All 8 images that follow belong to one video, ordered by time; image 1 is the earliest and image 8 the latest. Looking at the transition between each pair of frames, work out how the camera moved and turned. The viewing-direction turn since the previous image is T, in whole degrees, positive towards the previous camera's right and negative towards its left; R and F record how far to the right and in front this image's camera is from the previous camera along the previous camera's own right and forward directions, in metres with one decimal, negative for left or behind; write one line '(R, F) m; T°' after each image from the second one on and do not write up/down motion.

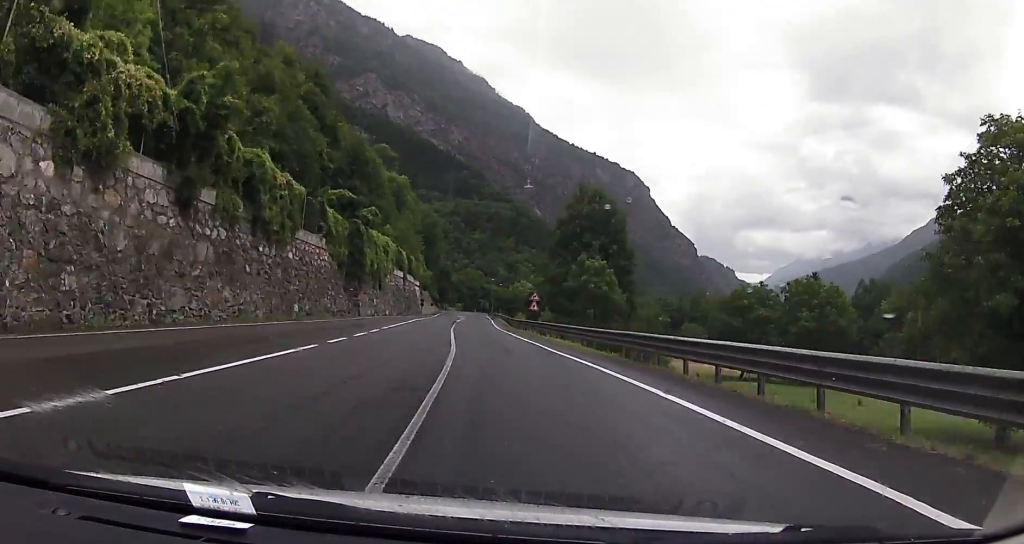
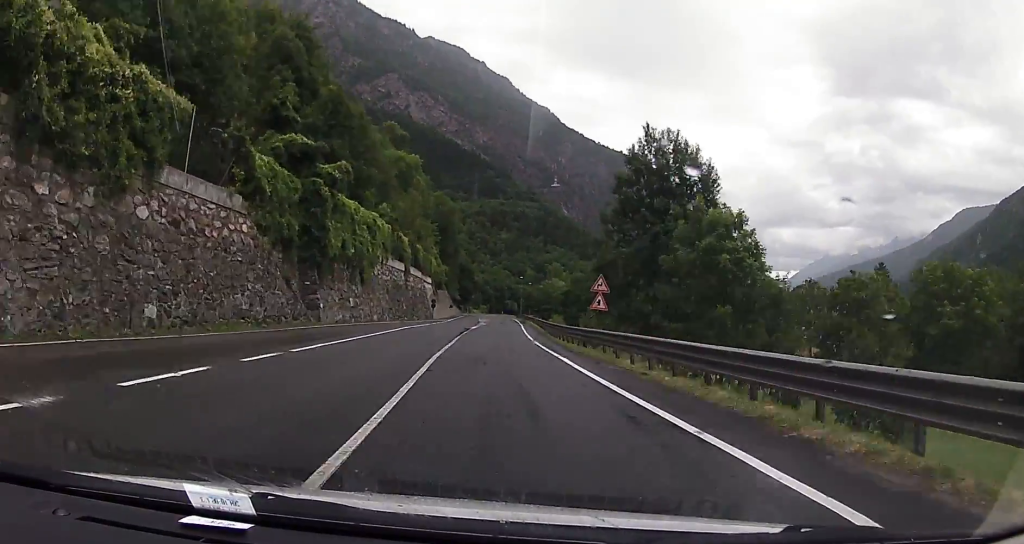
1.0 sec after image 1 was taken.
(-0.8, +22.9) m; -3°
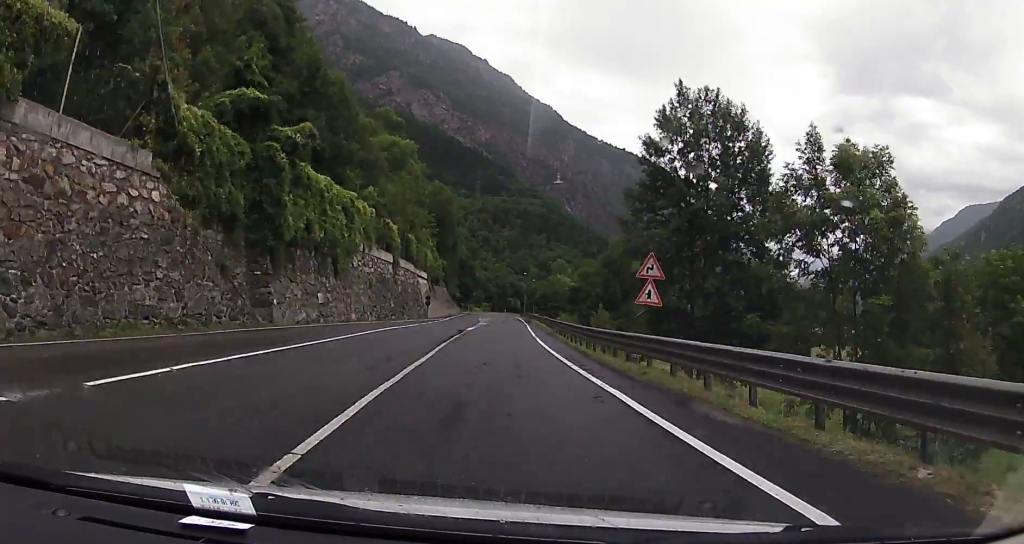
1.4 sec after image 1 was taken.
(-0.1, +9.5) m; -1°
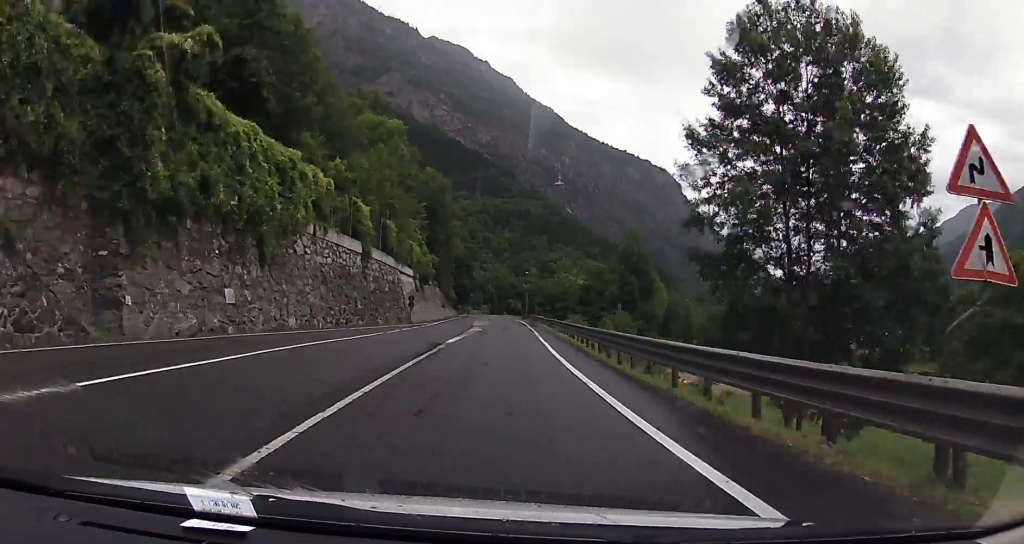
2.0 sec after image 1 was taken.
(-0.1, +14.3) m; 0°
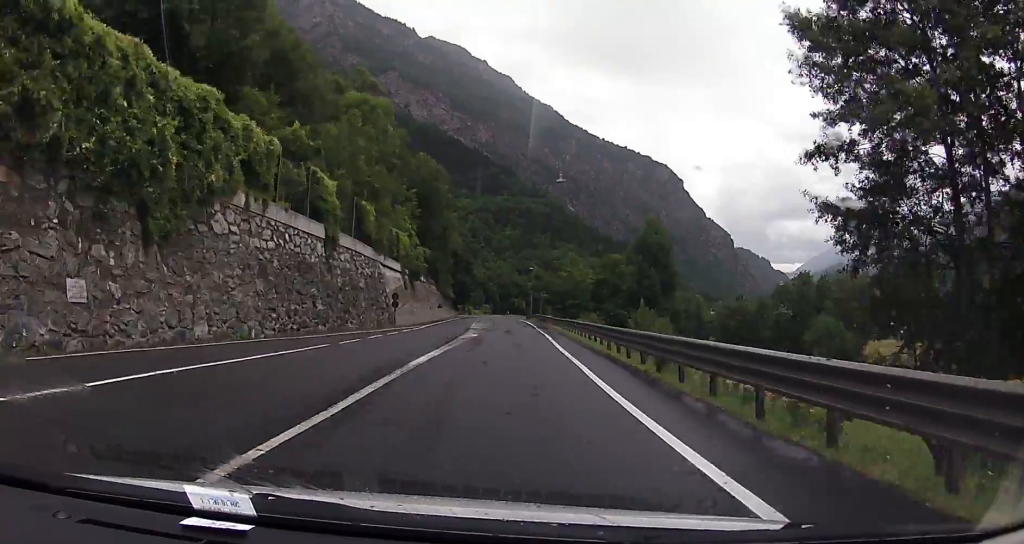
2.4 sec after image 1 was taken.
(0.0, +11.2) m; 0°
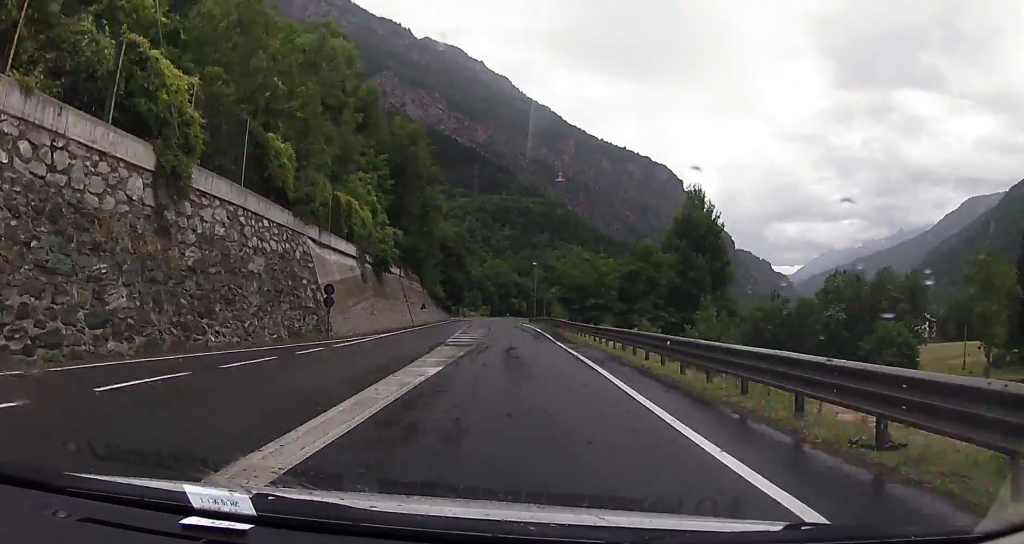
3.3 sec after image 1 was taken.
(0.0, +20.5) m; 0°
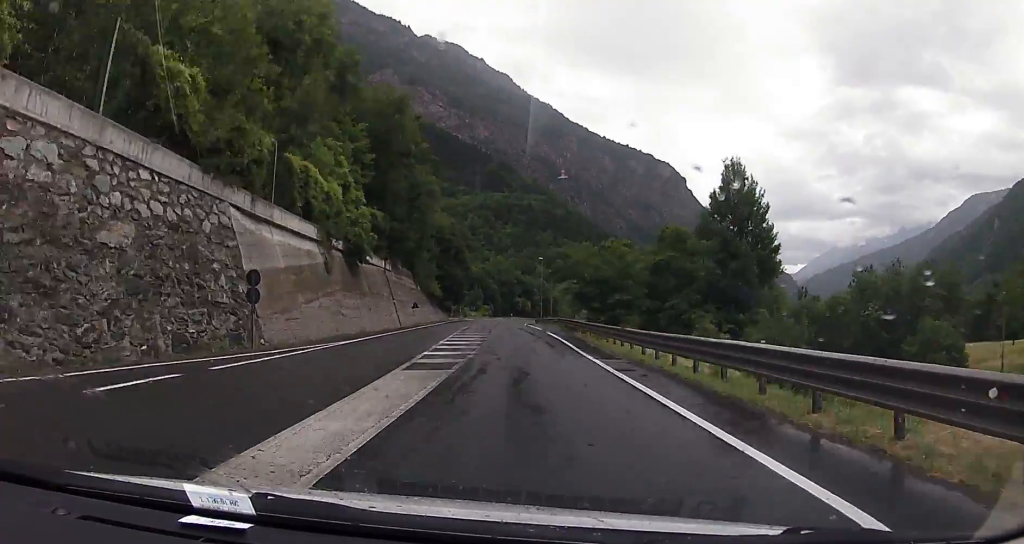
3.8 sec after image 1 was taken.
(0.0, +10.9) m; 0°
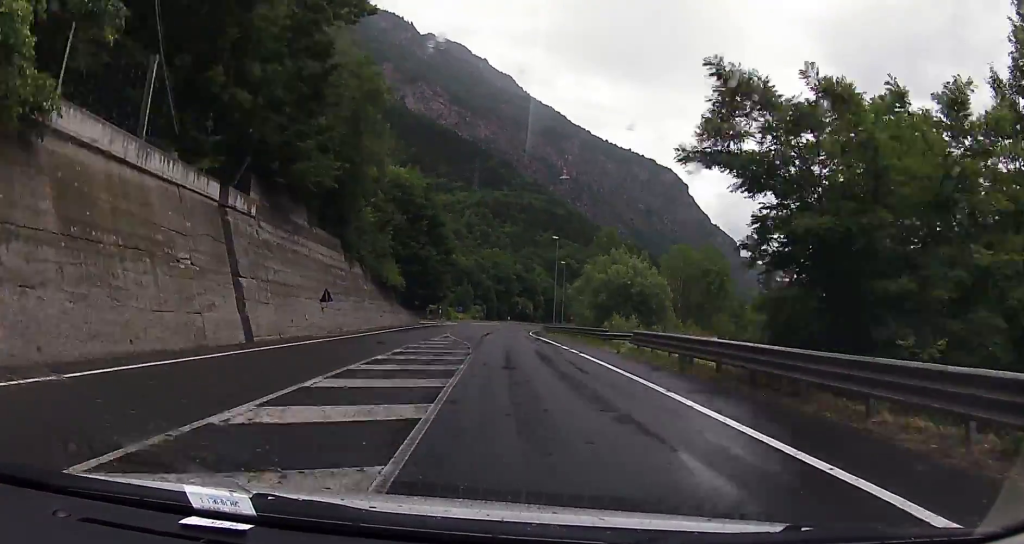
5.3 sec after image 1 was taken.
(+0.1, +36.0) m; +1°
